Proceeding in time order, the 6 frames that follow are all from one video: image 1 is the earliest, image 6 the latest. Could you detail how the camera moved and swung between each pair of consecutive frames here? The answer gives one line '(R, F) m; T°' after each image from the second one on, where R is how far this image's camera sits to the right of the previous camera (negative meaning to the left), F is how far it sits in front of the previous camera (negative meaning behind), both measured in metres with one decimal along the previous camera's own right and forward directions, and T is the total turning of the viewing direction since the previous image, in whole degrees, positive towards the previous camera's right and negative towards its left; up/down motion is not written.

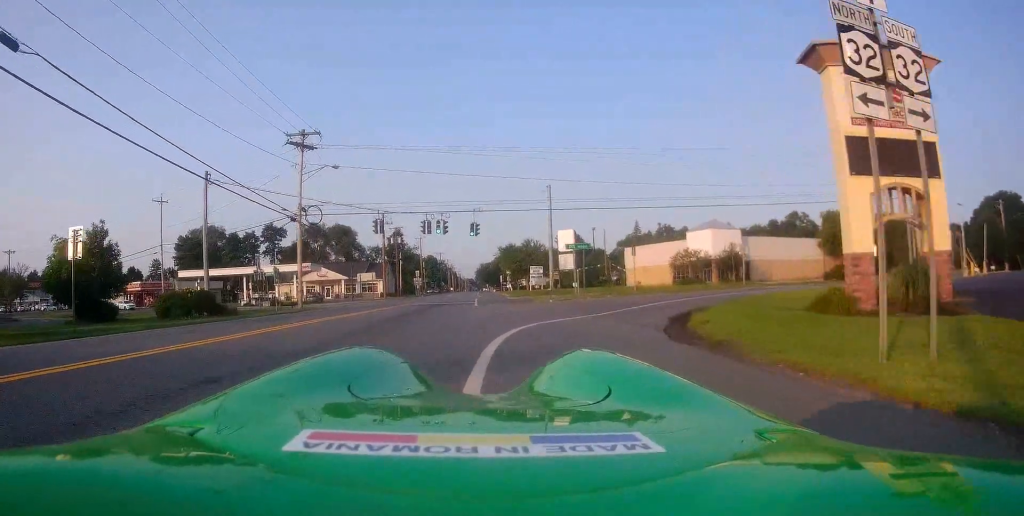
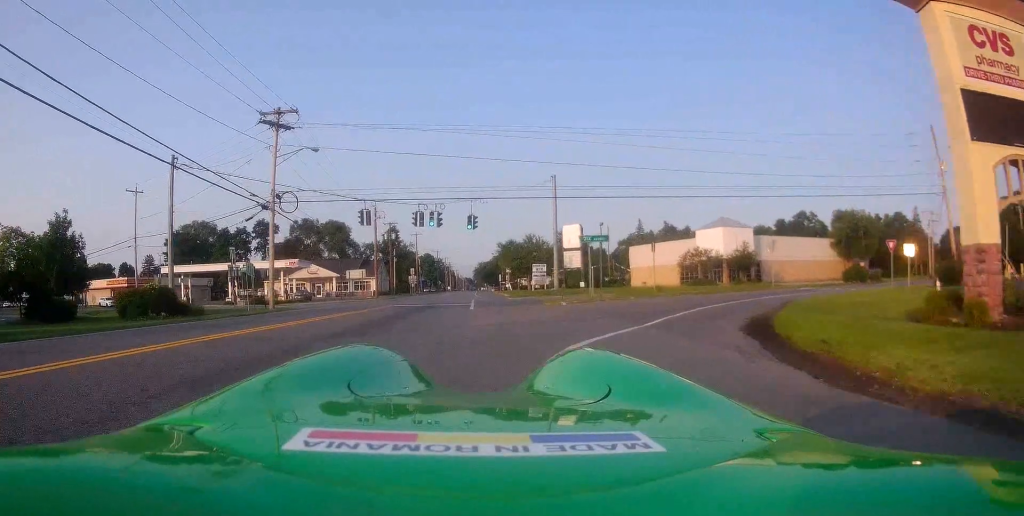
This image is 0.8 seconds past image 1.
(+0.3, +5.1) m; +5°
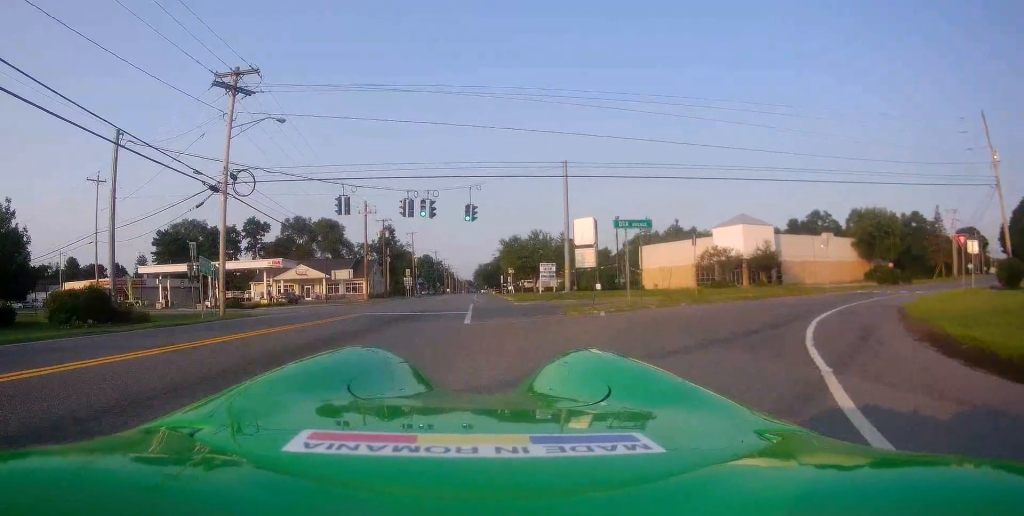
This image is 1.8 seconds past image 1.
(+0.4, +6.7) m; -2°
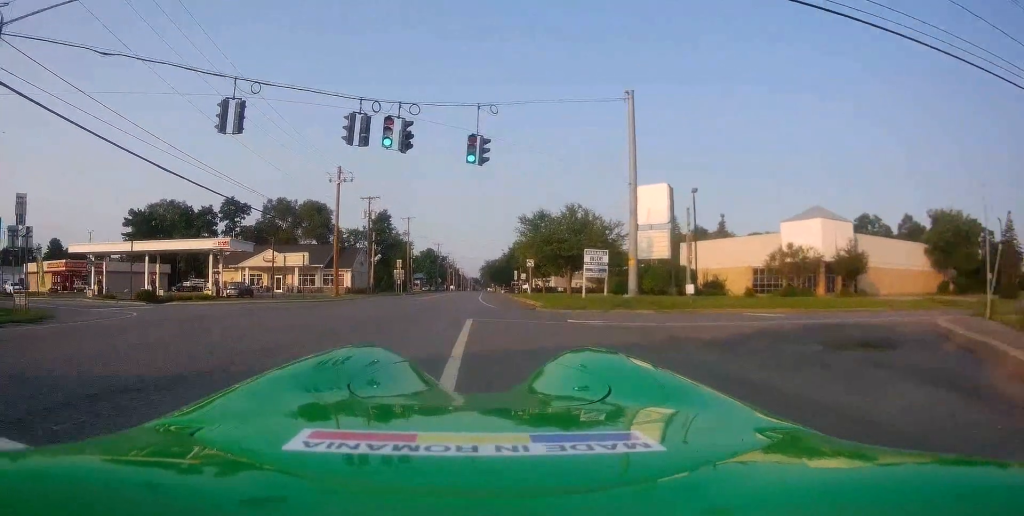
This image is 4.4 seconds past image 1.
(-1.7, +17.6) m; -3°
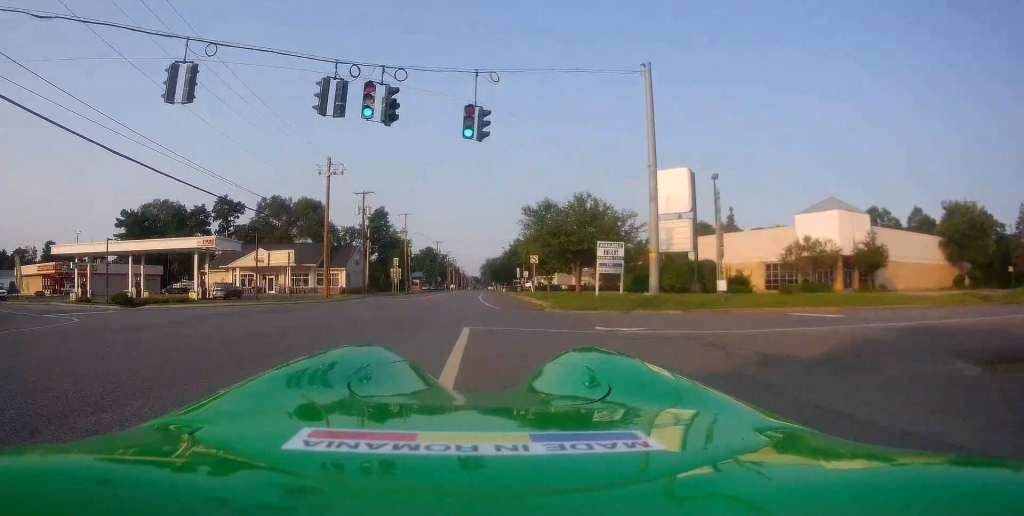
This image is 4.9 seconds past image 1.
(+0.1, +3.3) m; 0°
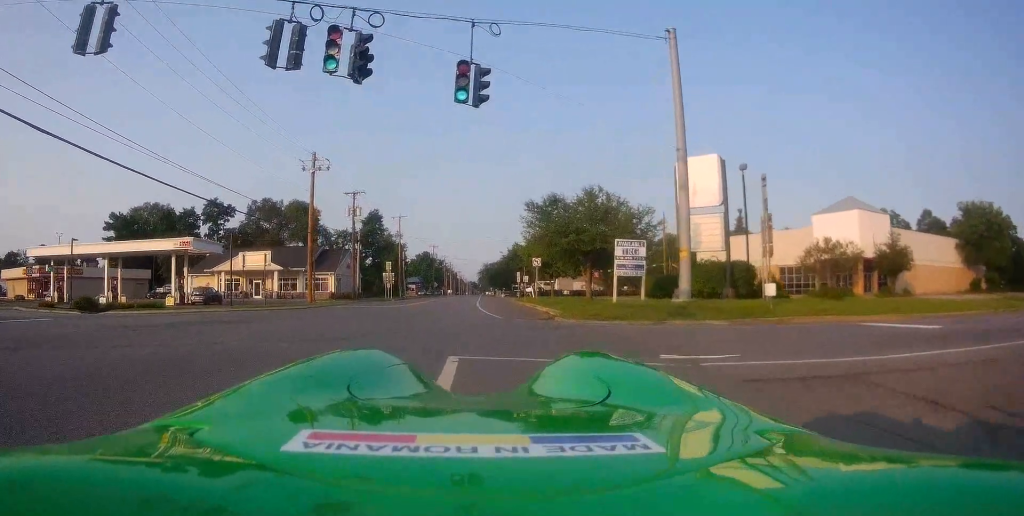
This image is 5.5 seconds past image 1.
(+0.2, +3.9) m; -1°
